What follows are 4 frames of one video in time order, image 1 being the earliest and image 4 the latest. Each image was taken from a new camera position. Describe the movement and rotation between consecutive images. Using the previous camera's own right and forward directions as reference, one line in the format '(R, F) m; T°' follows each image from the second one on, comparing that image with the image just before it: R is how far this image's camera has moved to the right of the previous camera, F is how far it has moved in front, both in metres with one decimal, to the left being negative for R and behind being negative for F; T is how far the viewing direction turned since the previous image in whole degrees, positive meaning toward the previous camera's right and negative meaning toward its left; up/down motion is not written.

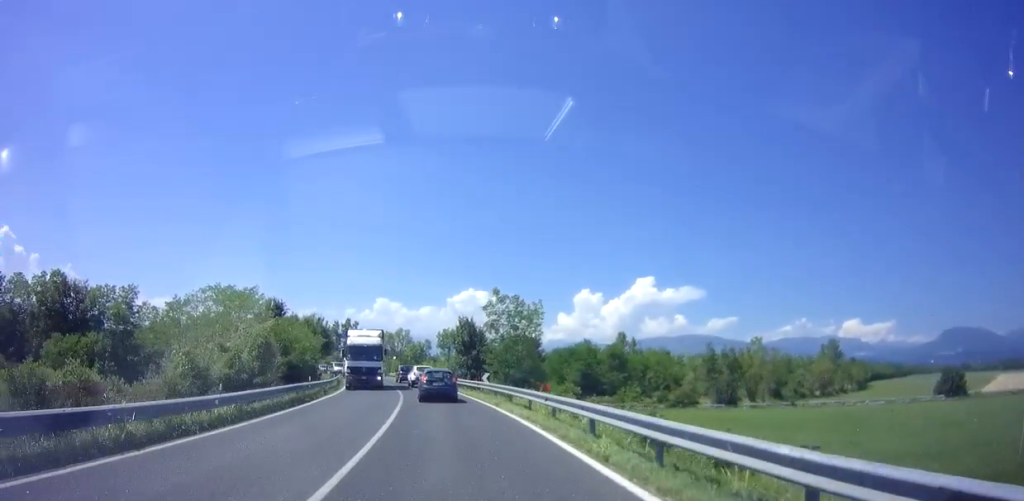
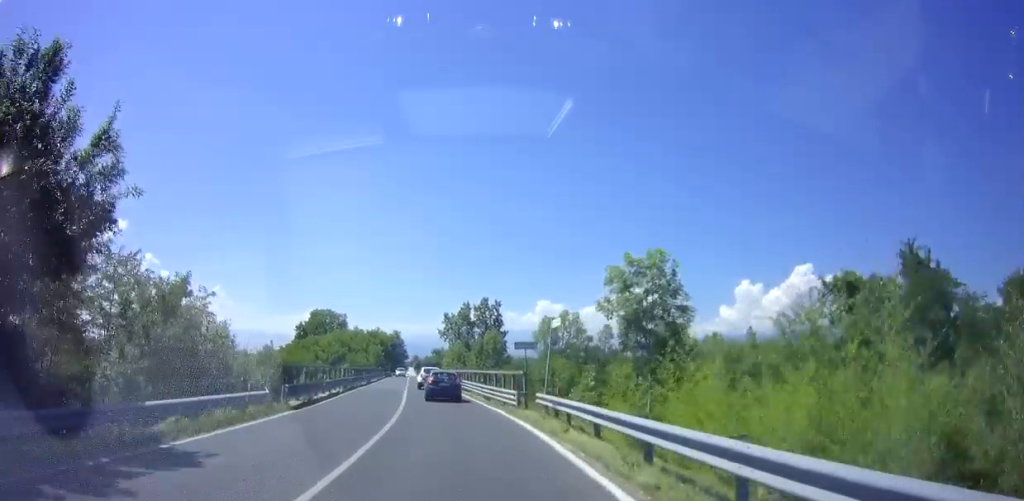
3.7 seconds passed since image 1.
(-9.0, +59.5) m; -16°
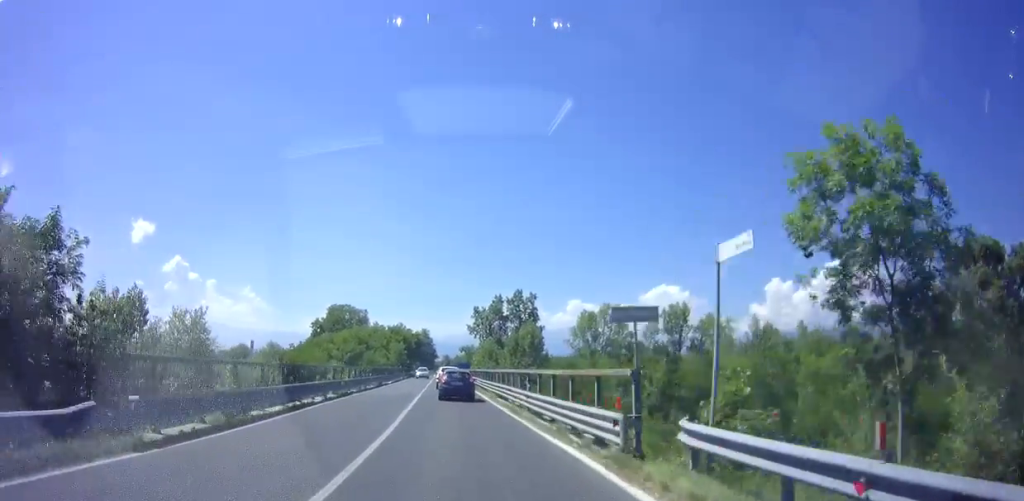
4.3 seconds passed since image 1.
(0.0, +10.5) m; -1°
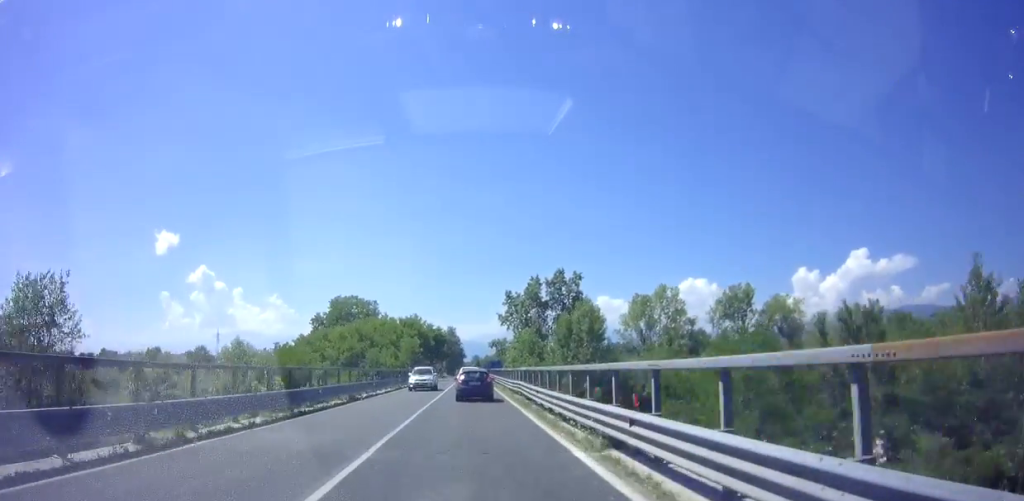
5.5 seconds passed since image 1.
(-0.5, +18.7) m; -2°
